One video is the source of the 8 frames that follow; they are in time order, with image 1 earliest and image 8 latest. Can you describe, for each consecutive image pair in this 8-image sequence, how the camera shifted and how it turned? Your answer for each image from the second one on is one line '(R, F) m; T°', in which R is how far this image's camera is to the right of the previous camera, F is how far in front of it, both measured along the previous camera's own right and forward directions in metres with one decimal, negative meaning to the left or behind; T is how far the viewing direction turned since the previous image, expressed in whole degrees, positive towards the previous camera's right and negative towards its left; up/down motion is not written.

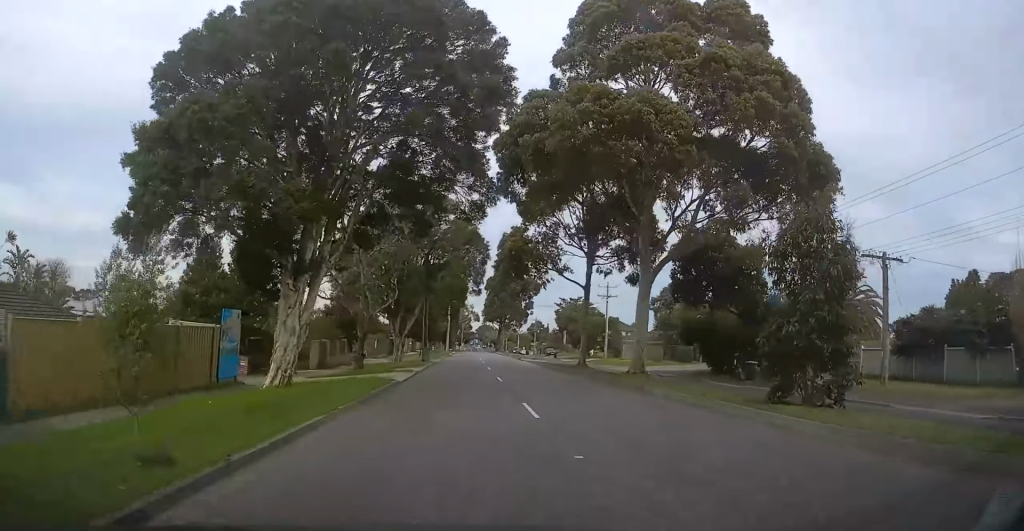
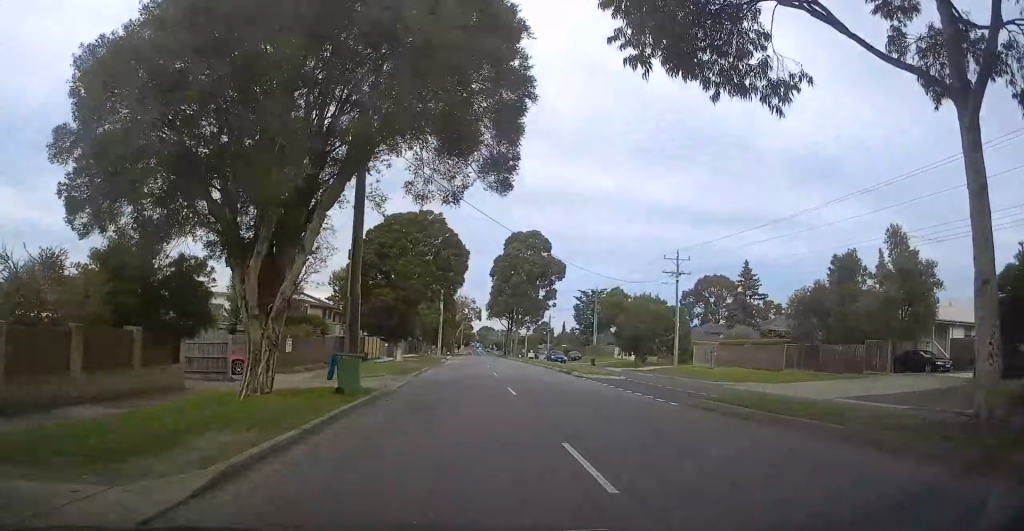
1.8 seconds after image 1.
(+0.3, +30.0) m; +1°
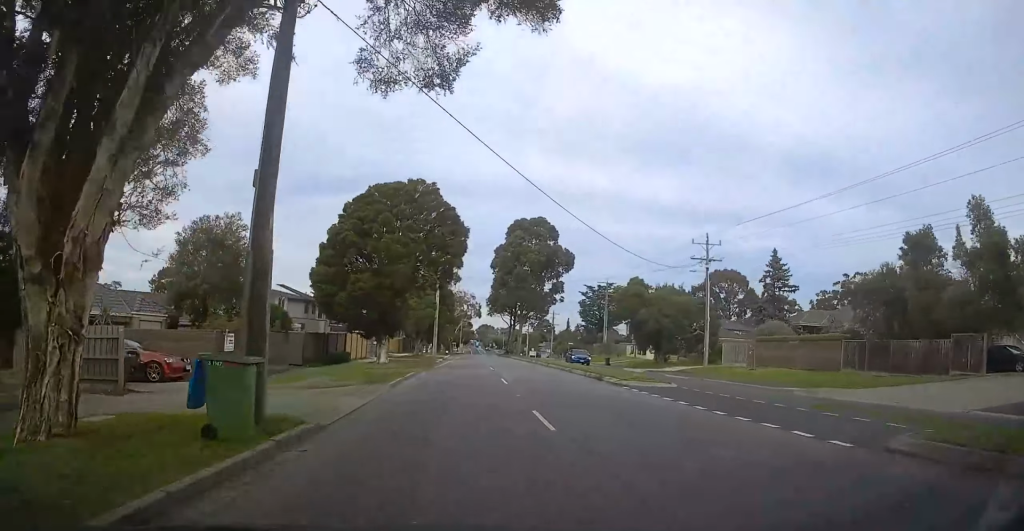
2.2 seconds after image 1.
(0.0, +8.4) m; 0°
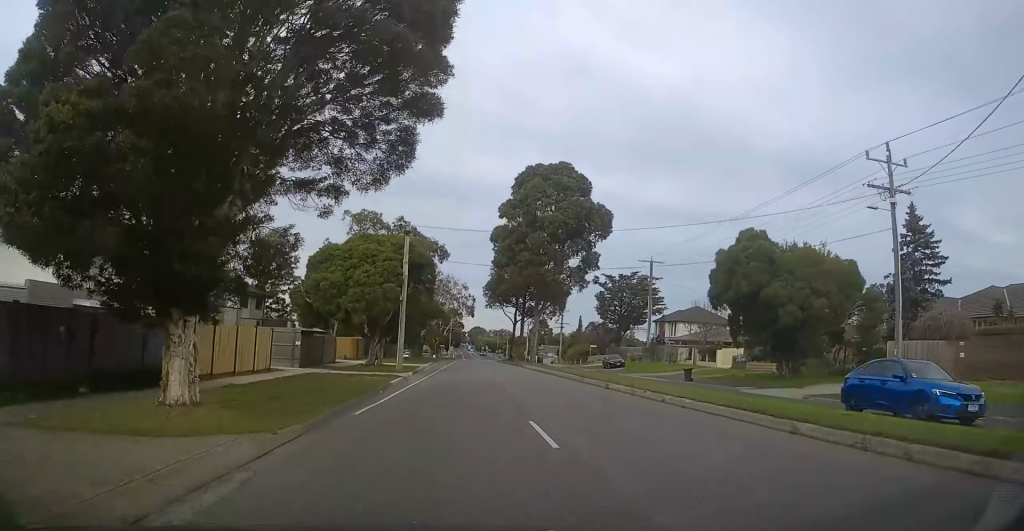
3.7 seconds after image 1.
(0.0, +25.7) m; 0°
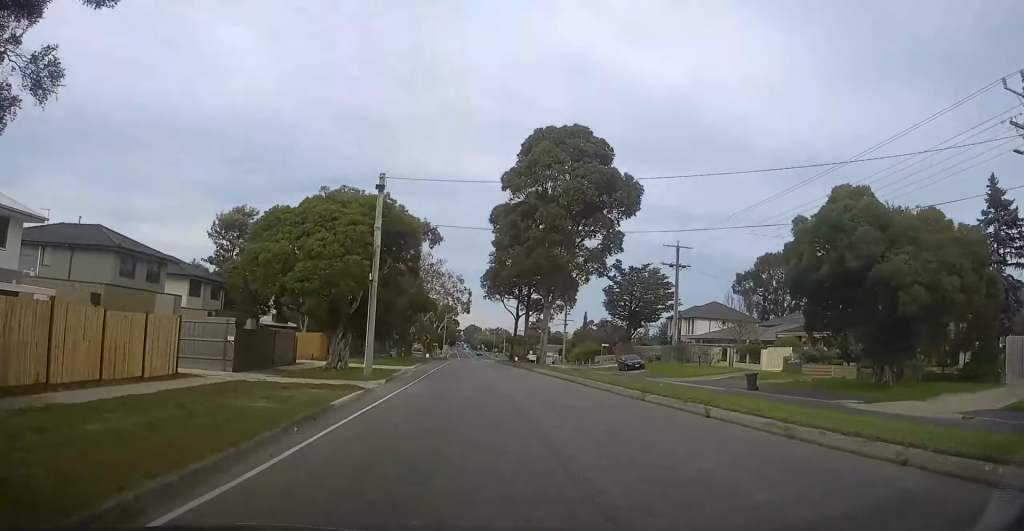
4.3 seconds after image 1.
(0.0, +9.4) m; 0°
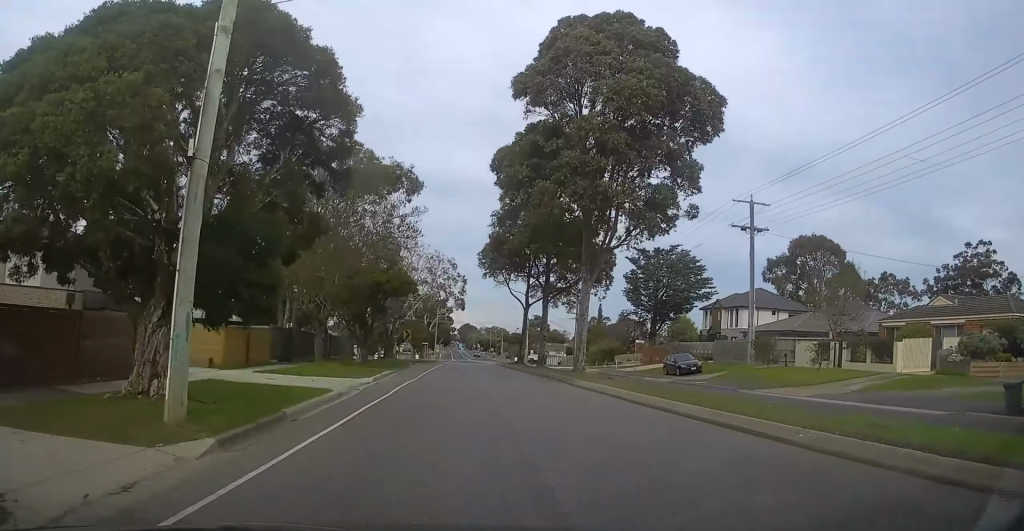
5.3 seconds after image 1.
(+0.1, +17.0) m; 0°
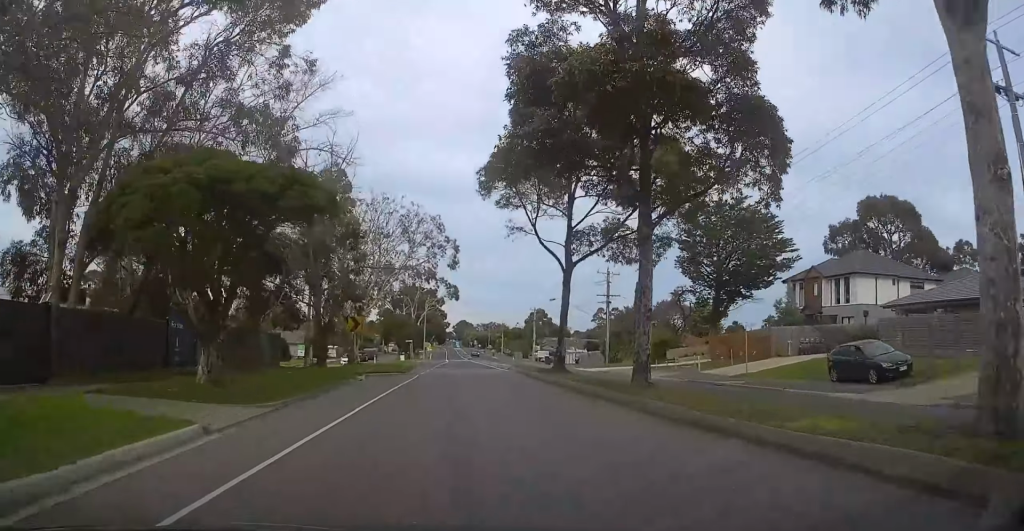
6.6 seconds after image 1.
(0.0, +23.8) m; 0°
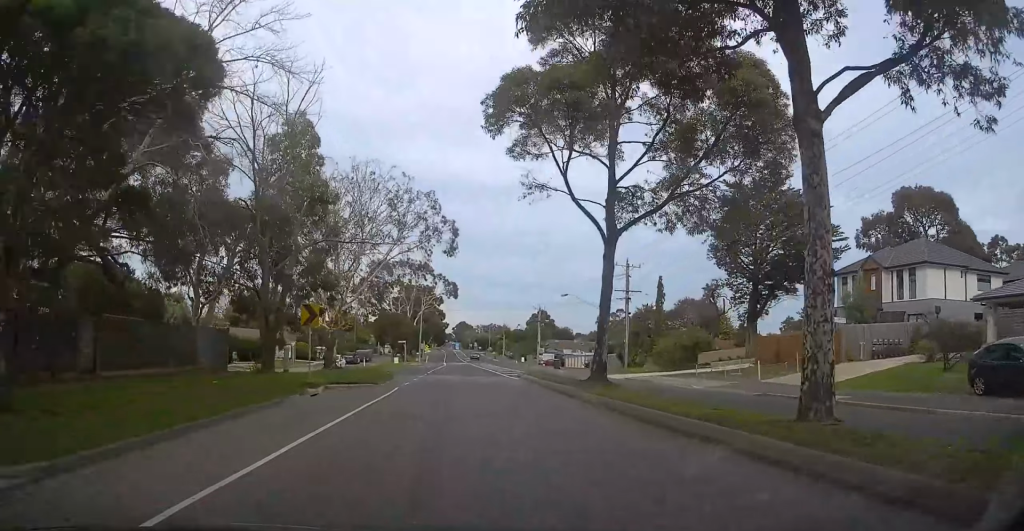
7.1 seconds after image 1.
(0.0, +8.9) m; 0°
